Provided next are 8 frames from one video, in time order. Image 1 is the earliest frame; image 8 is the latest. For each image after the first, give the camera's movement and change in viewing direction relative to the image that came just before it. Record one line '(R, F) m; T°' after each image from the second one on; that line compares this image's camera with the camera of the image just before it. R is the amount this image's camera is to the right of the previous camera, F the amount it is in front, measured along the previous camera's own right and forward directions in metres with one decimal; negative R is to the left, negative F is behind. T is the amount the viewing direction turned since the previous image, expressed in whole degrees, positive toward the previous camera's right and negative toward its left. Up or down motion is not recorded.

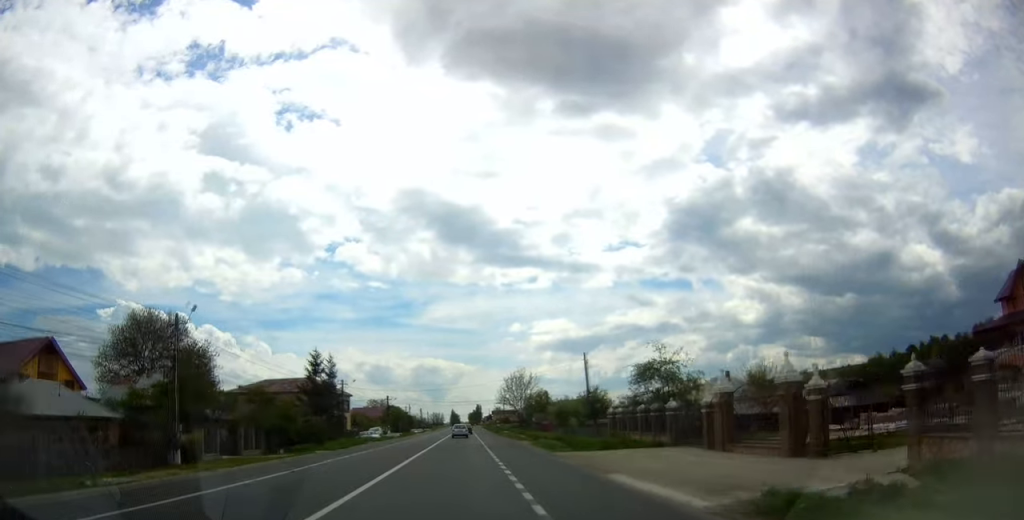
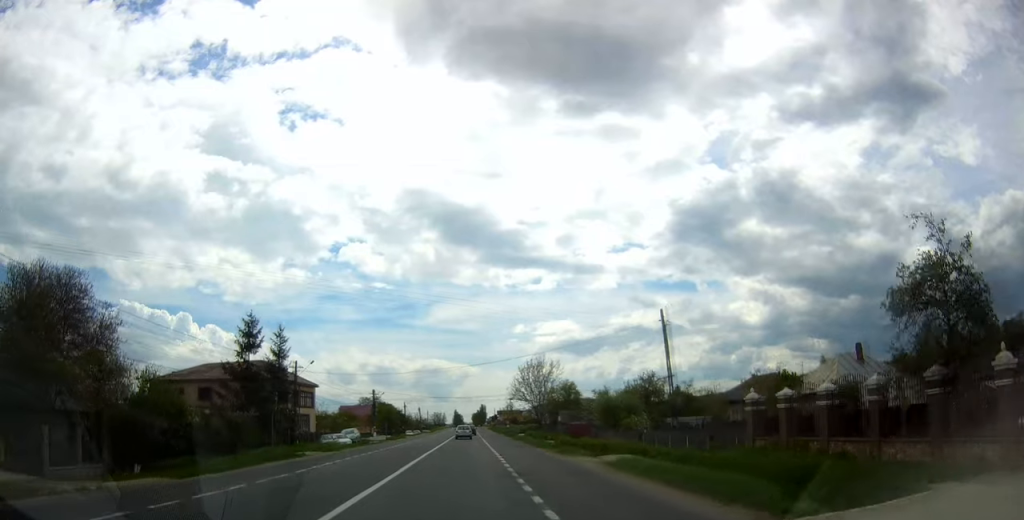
(-0.2, +21.6) m; -1°
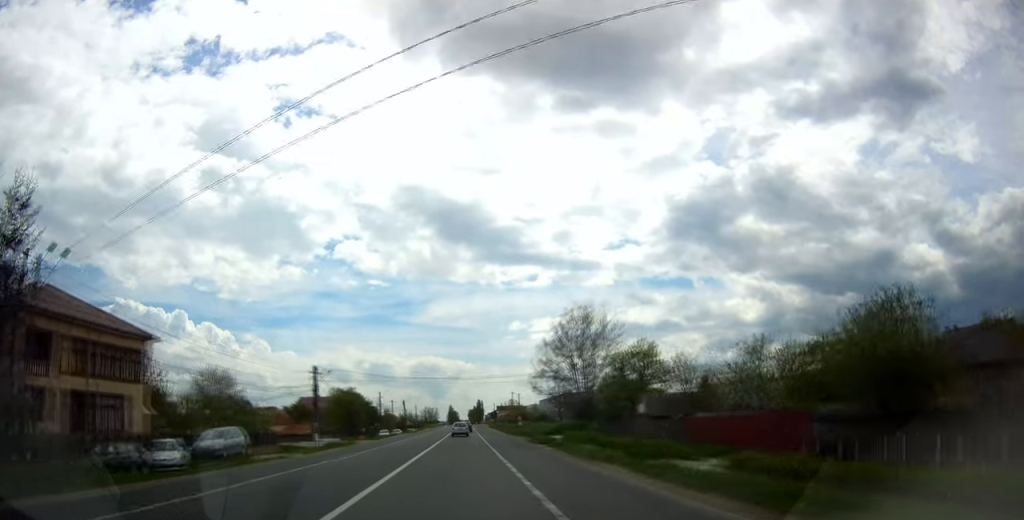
(-0.1, +34.2) m; 0°
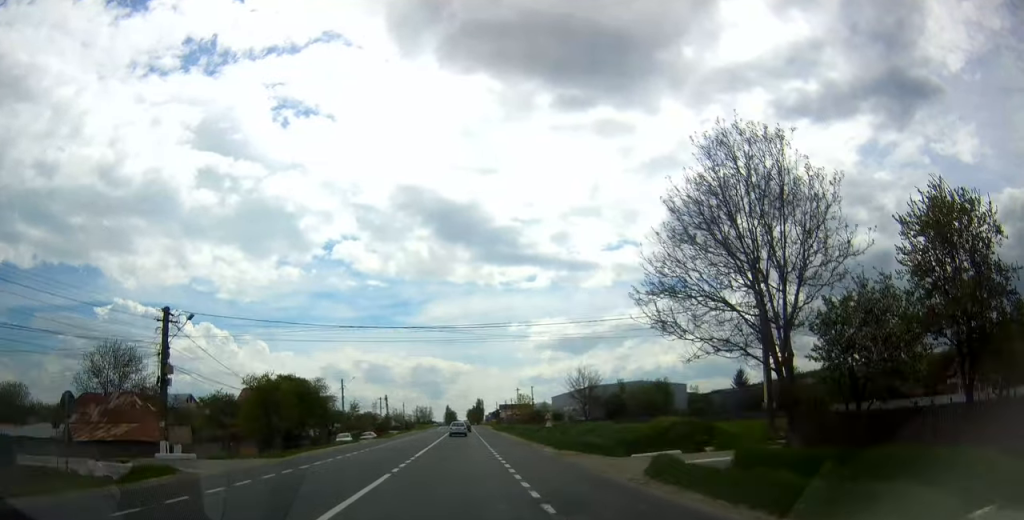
(+0.3, +31.4) m; 0°
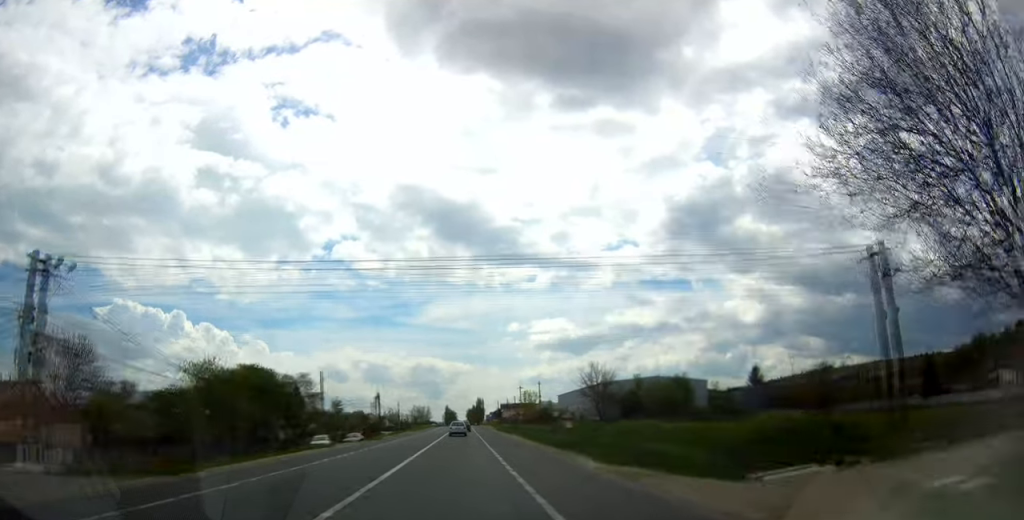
(-0.1, +11.1) m; 0°
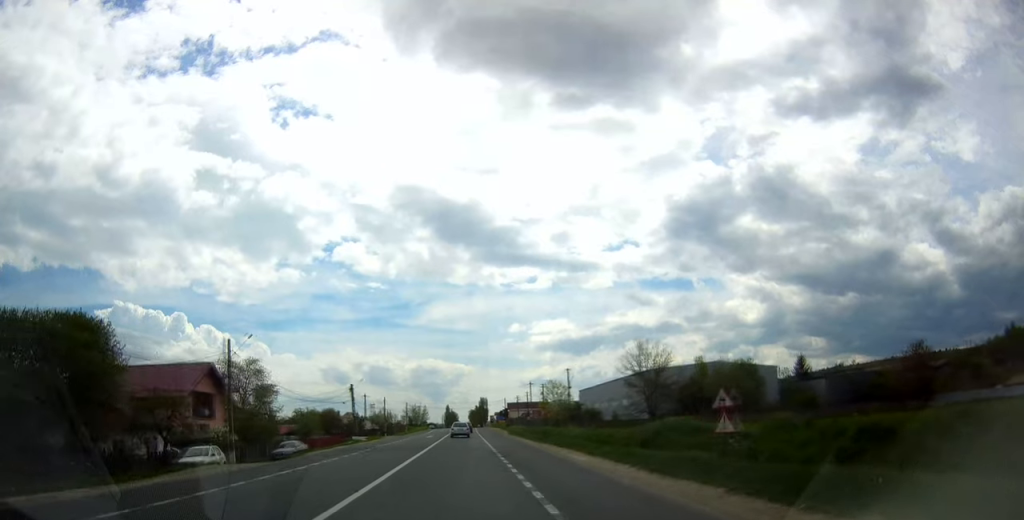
(-0.3, +27.0) m; +1°
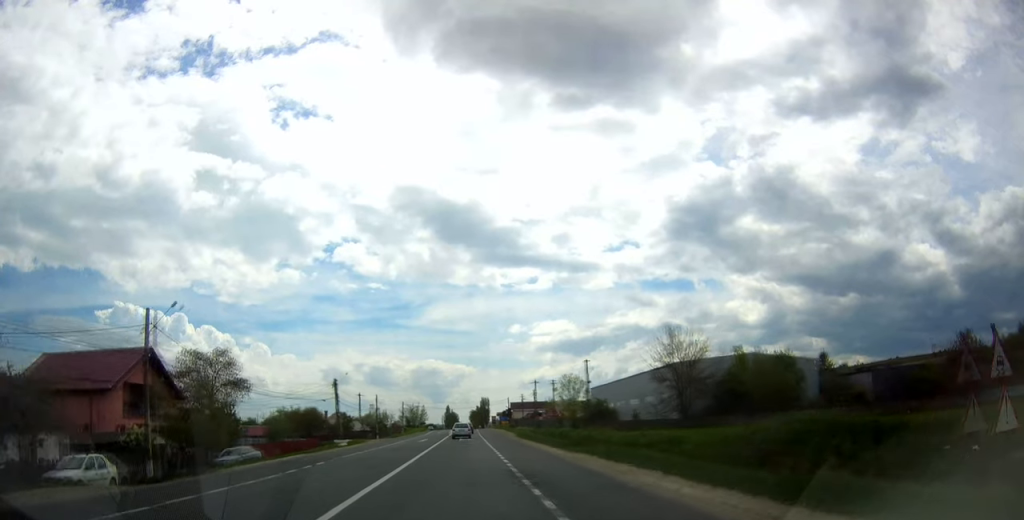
(0.0, +10.9) m; +1°
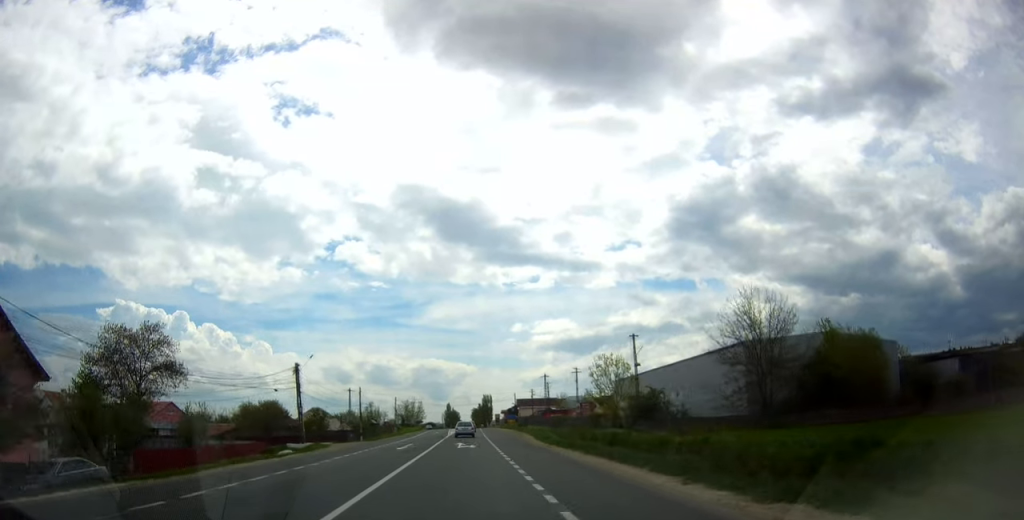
(+0.3, +17.5) m; +1°
